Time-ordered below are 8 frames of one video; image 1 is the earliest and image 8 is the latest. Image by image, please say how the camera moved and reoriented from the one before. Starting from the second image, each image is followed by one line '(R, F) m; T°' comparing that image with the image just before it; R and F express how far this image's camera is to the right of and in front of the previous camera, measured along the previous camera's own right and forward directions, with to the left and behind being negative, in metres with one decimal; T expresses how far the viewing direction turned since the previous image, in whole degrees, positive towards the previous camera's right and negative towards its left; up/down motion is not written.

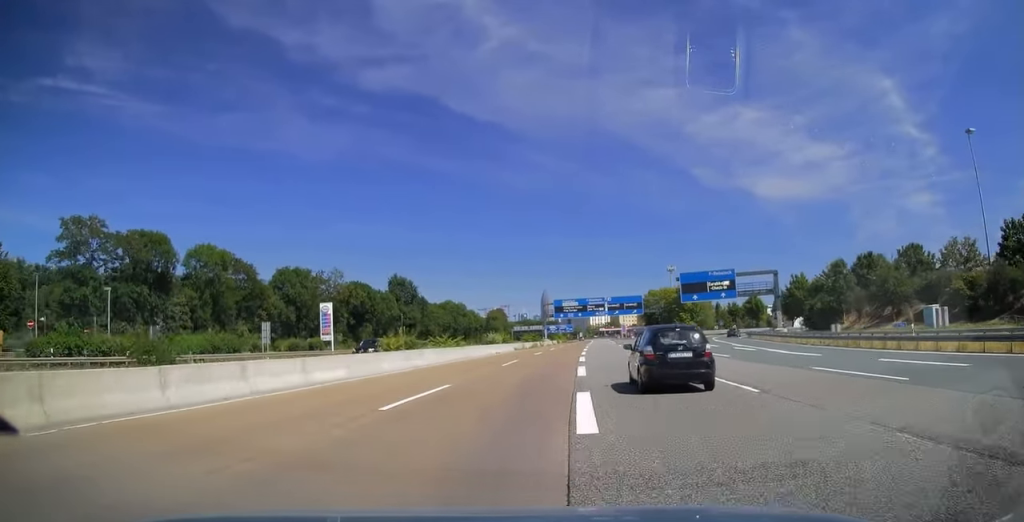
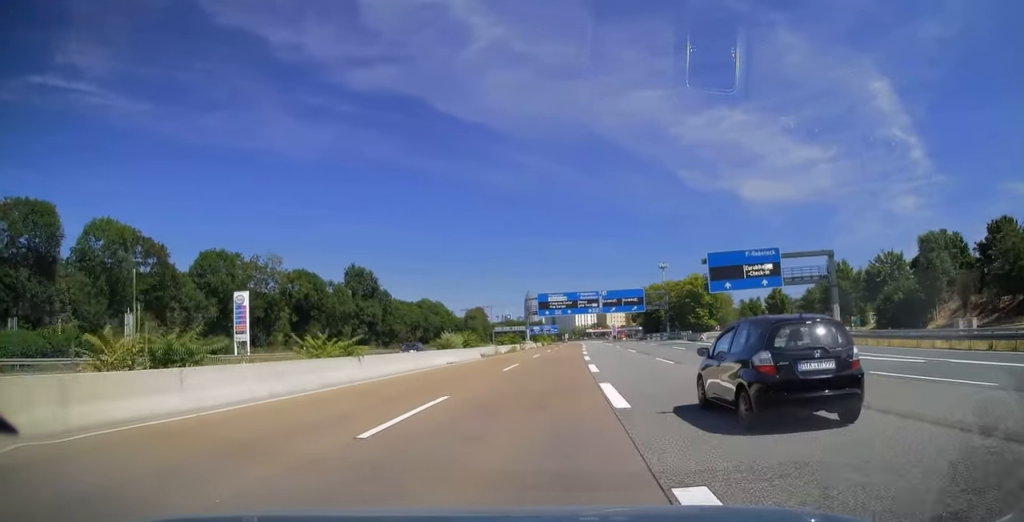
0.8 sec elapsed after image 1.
(+0.2, +21.1) m; +1°
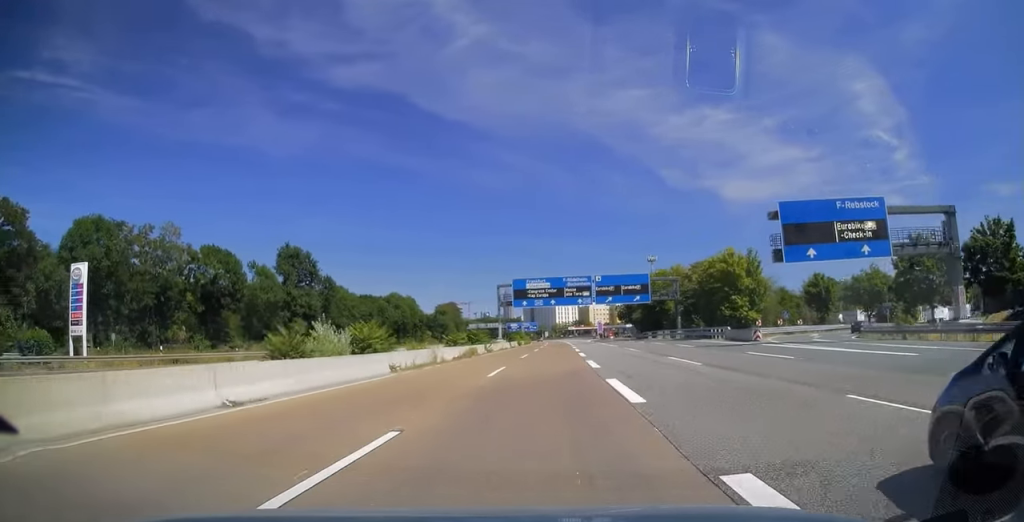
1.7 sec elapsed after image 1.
(+0.1, +23.9) m; +2°
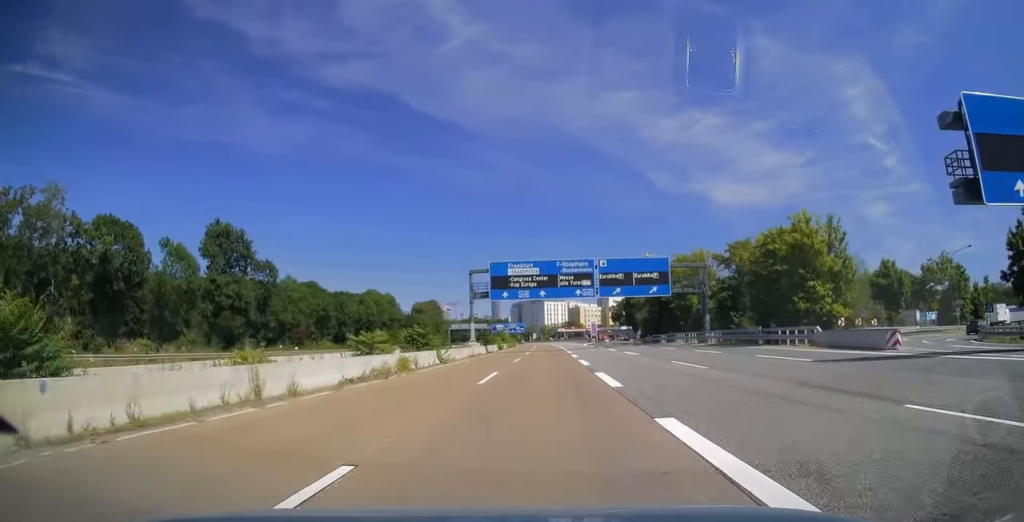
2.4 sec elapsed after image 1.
(+0.4, +20.2) m; +1°
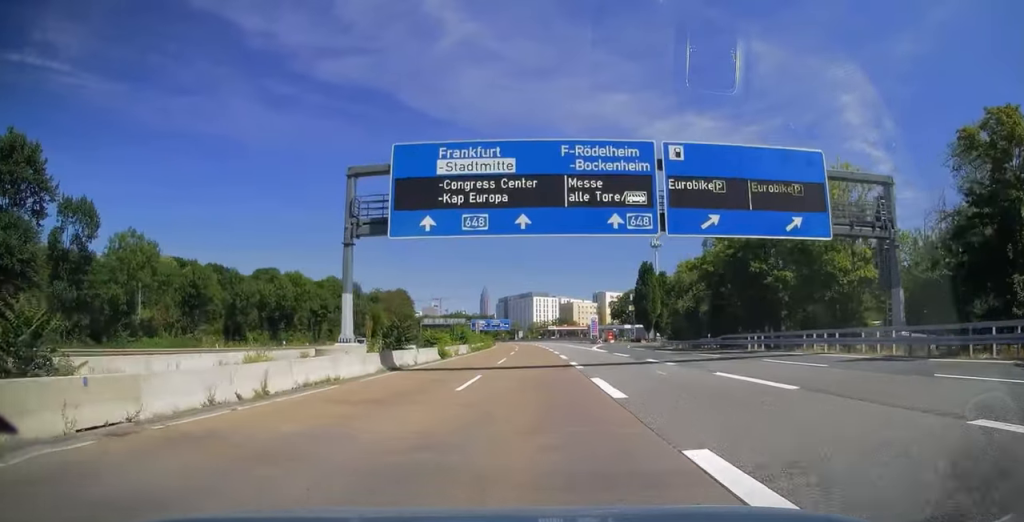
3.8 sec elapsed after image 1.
(+0.6, +38.5) m; +2°
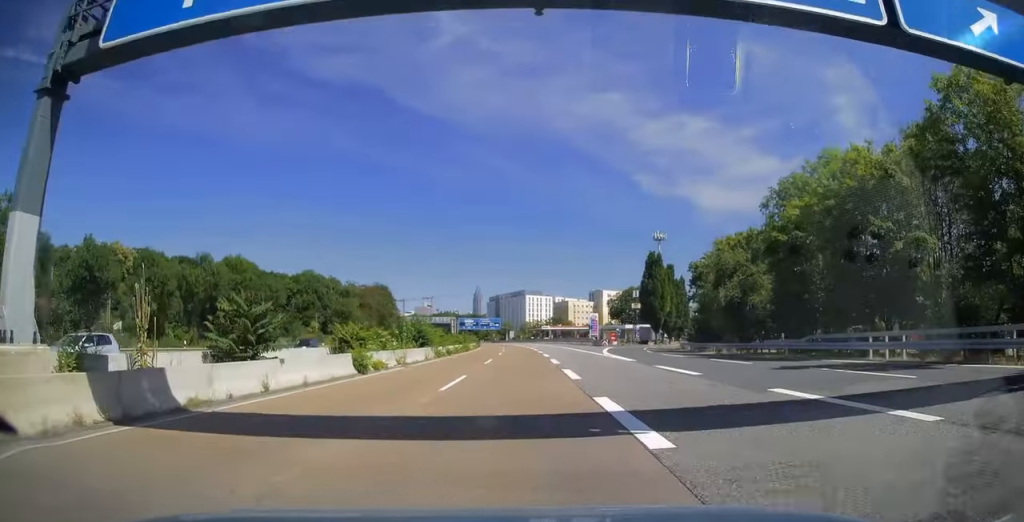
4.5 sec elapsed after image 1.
(+0.3, +17.9) m; 0°
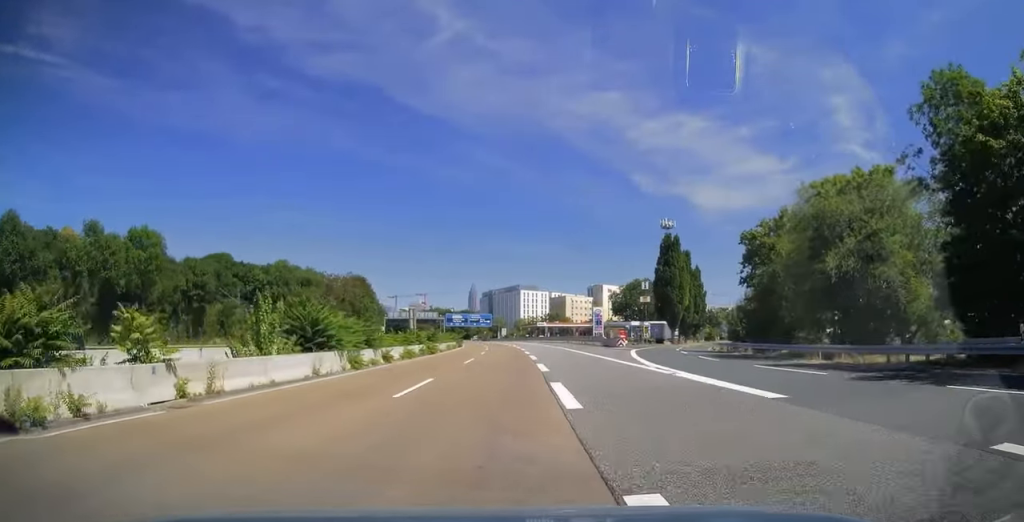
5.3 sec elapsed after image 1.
(0.0, +20.1) m; 0°
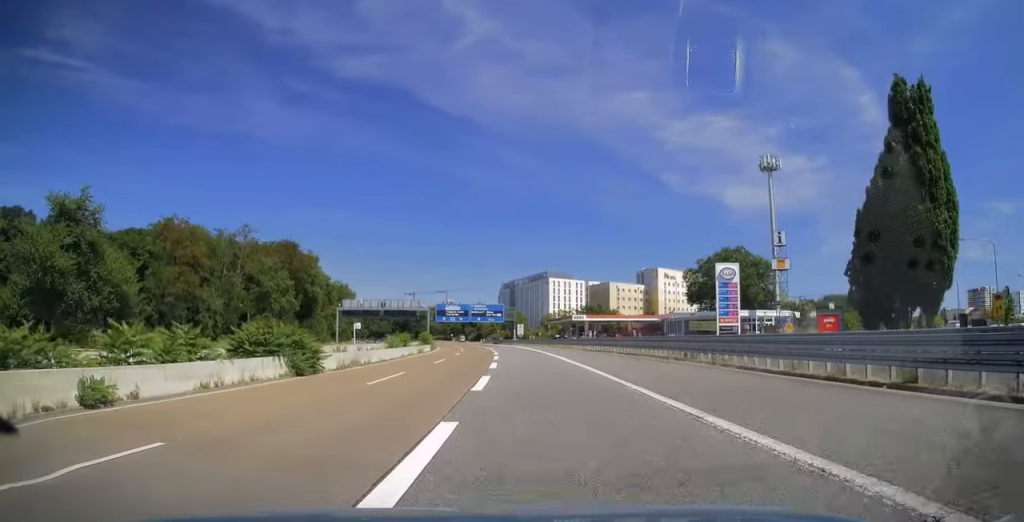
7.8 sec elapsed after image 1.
(-0.5, +67.5) m; -2°
